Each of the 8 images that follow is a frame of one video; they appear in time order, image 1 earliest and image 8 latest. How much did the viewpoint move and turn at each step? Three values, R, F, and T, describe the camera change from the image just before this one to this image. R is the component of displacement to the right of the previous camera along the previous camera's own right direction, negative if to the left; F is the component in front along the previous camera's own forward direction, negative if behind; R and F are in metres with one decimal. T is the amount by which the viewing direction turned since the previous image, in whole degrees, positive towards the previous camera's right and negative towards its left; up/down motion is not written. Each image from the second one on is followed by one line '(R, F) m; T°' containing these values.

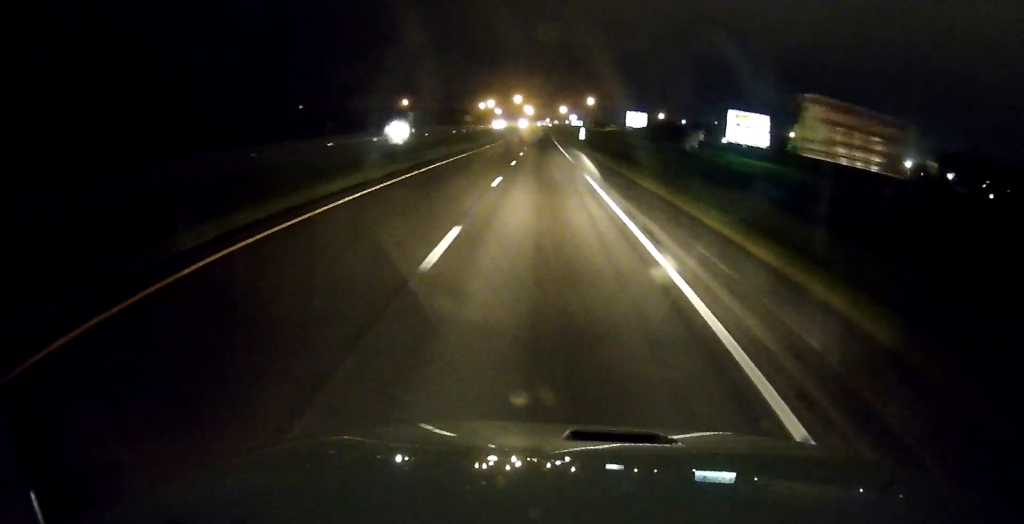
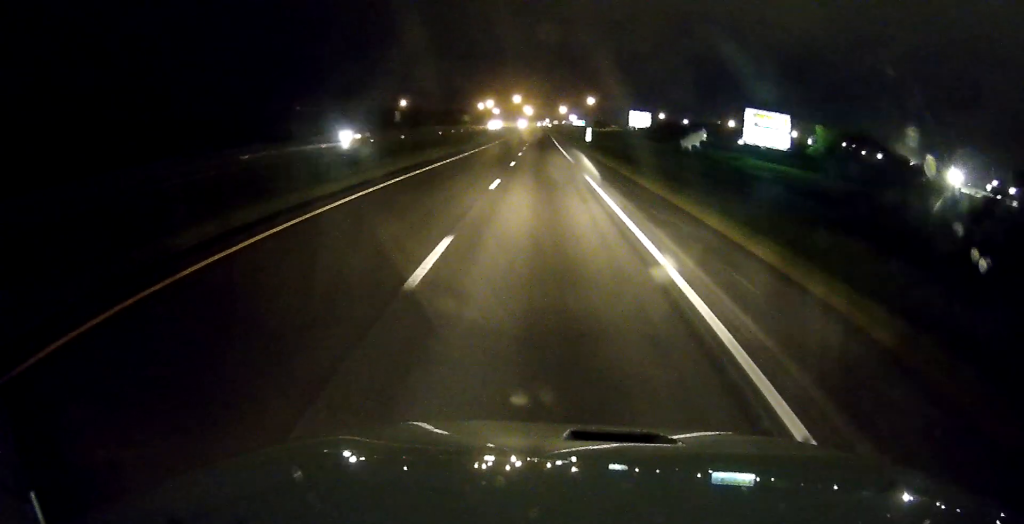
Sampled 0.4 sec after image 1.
(0.0, +13.1) m; 0°
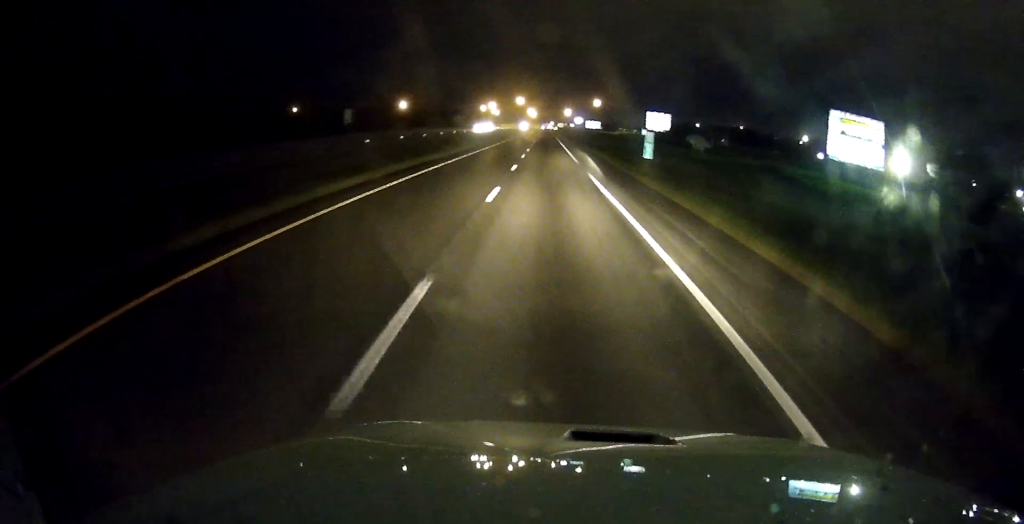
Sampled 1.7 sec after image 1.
(0.0, +39.4) m; 0°
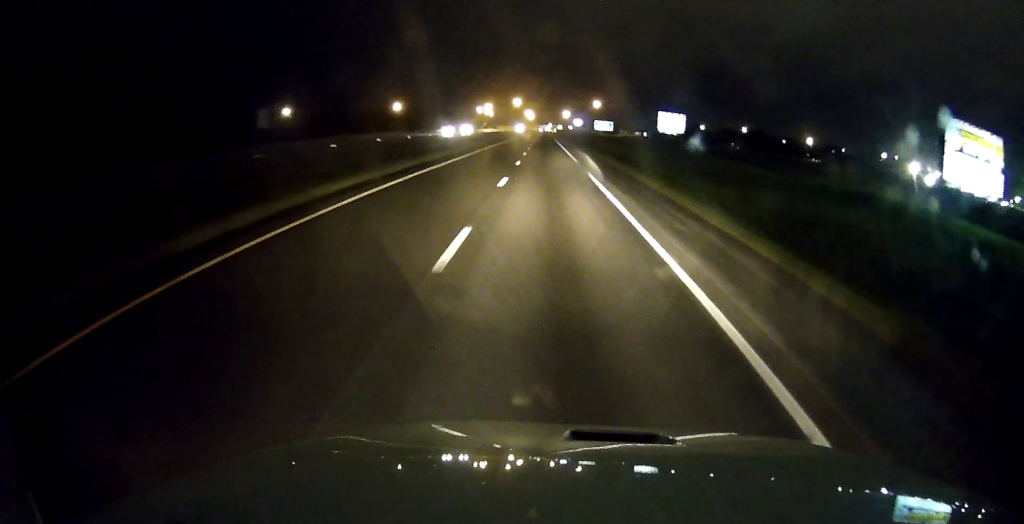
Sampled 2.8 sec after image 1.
(-0.2, +32.3) m; 0°
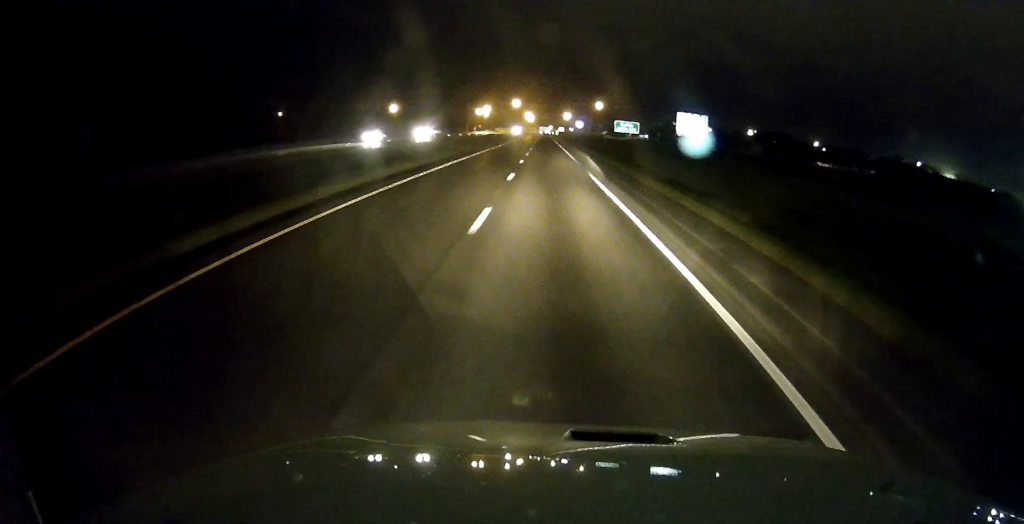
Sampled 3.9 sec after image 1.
(+0.2, +33.3) m; 0°
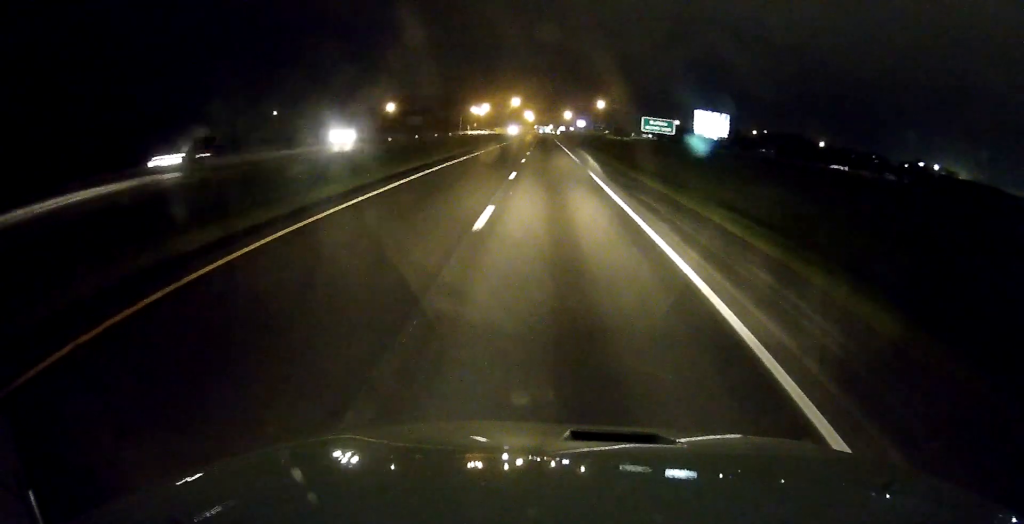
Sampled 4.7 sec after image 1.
(0.0, +24.2) m; 0°
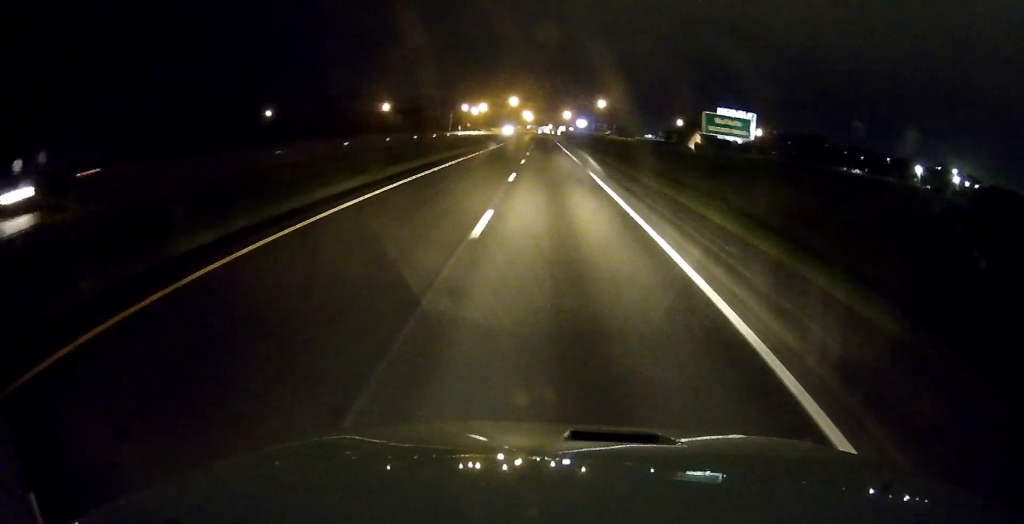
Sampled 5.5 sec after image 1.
(0.0, +25.2) m; 0°
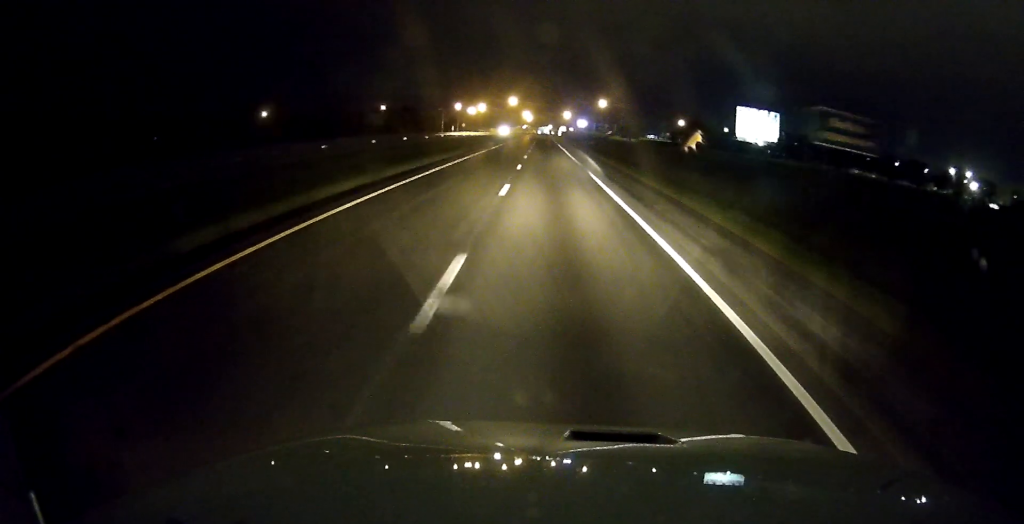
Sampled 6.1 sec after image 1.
(0.0, +17.1) m; 0°
